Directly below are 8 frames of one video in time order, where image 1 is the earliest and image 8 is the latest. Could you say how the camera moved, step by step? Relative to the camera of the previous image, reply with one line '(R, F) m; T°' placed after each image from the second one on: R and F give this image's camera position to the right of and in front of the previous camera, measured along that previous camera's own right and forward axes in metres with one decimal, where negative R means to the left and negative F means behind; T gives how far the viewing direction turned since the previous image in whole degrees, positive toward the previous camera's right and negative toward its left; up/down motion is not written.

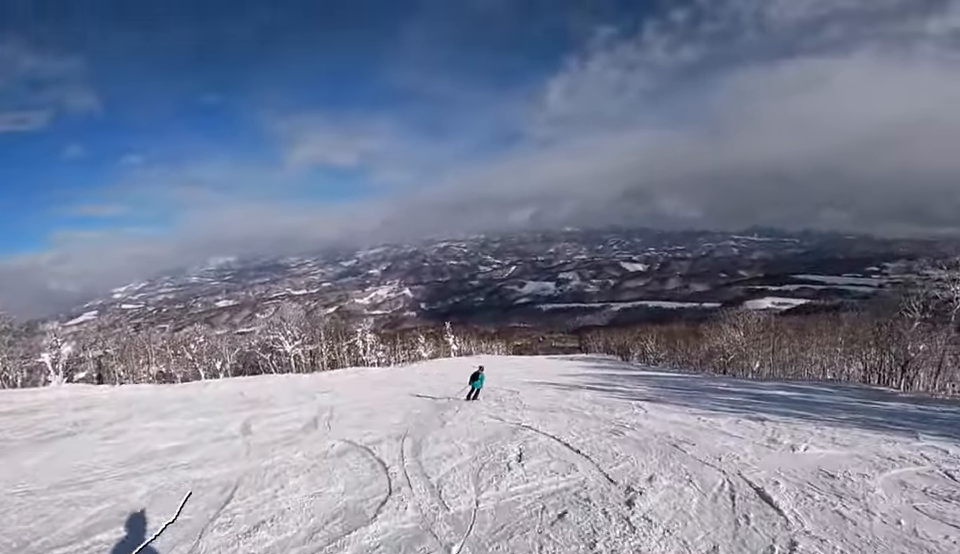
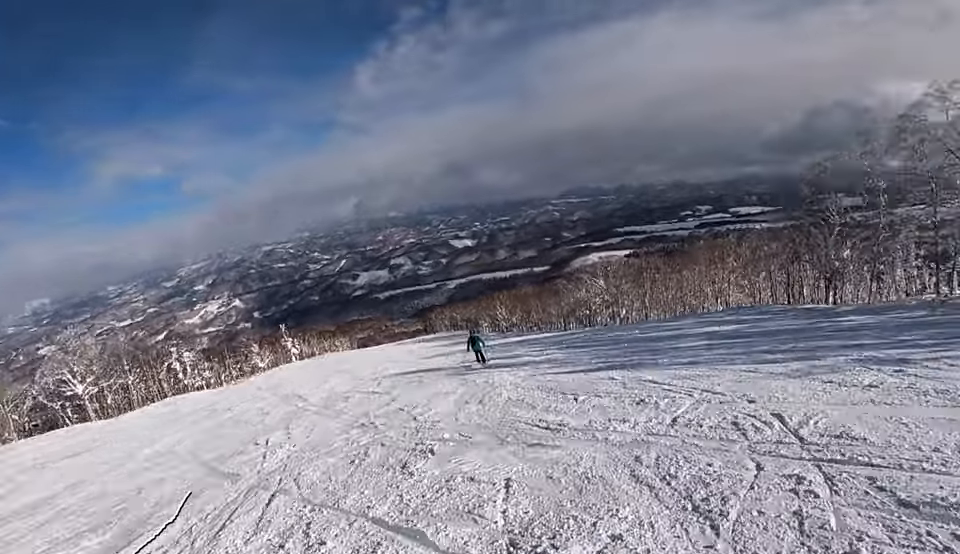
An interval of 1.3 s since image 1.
(+1.2, +9.8) m; +11°
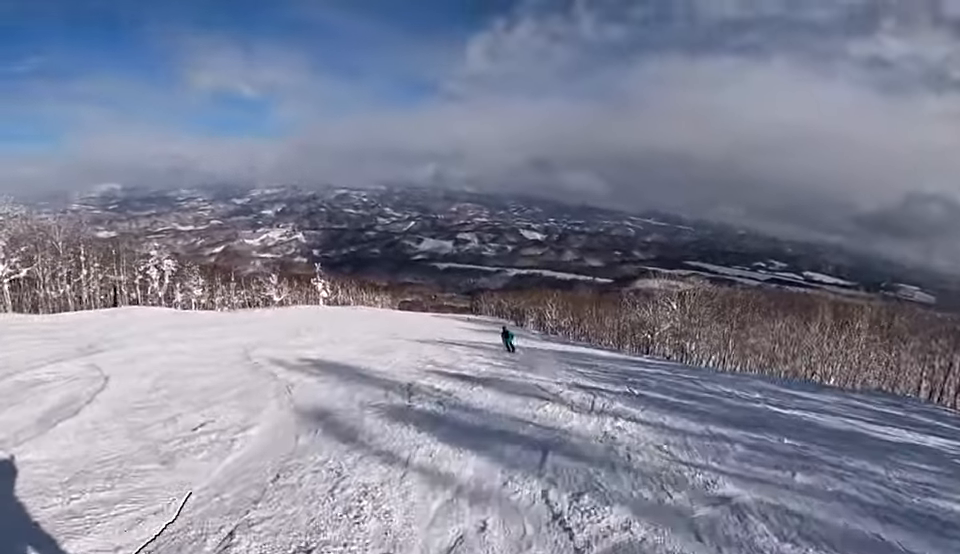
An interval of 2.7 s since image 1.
(+0.5, +12.7) m; -4°
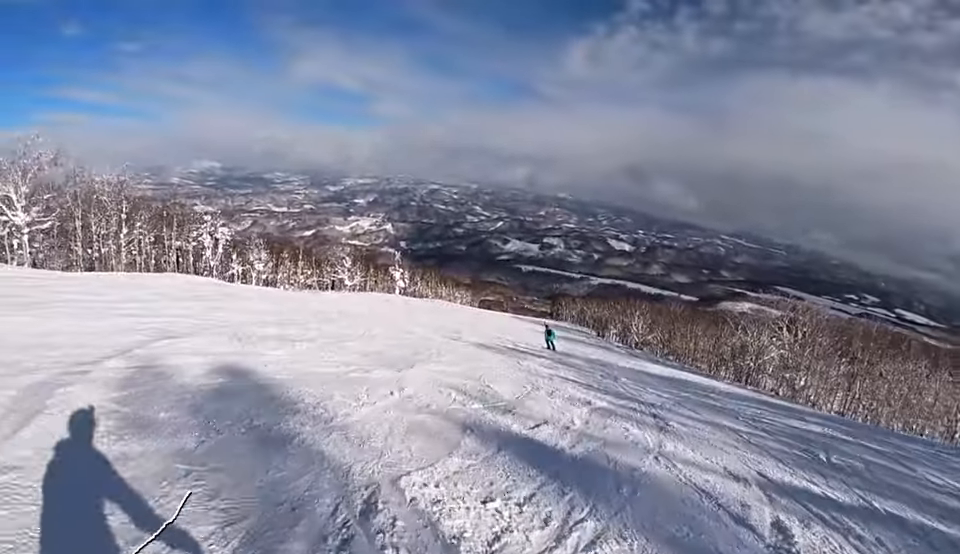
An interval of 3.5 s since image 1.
(-0.4, +7.0) m; -5°
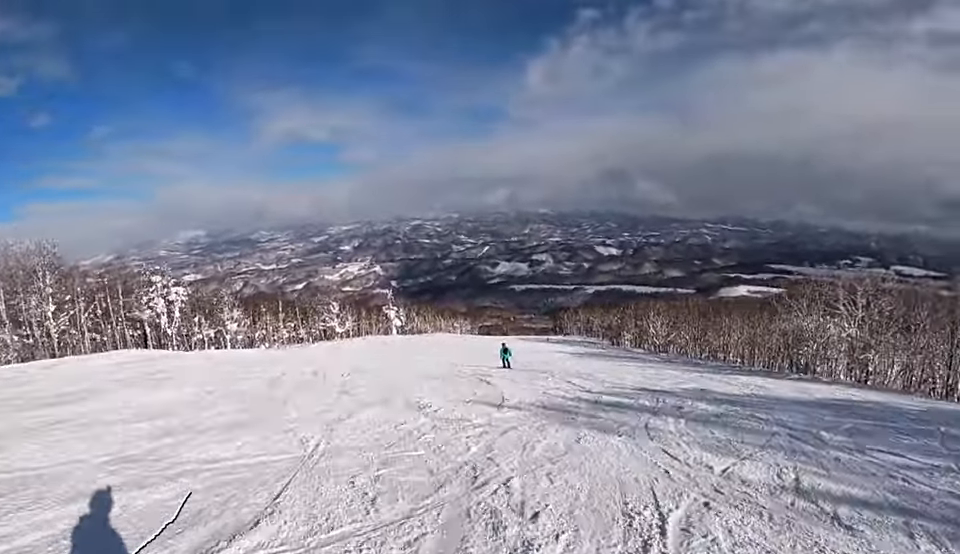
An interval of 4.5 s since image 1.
(-0.6, +9.3) m; +4°
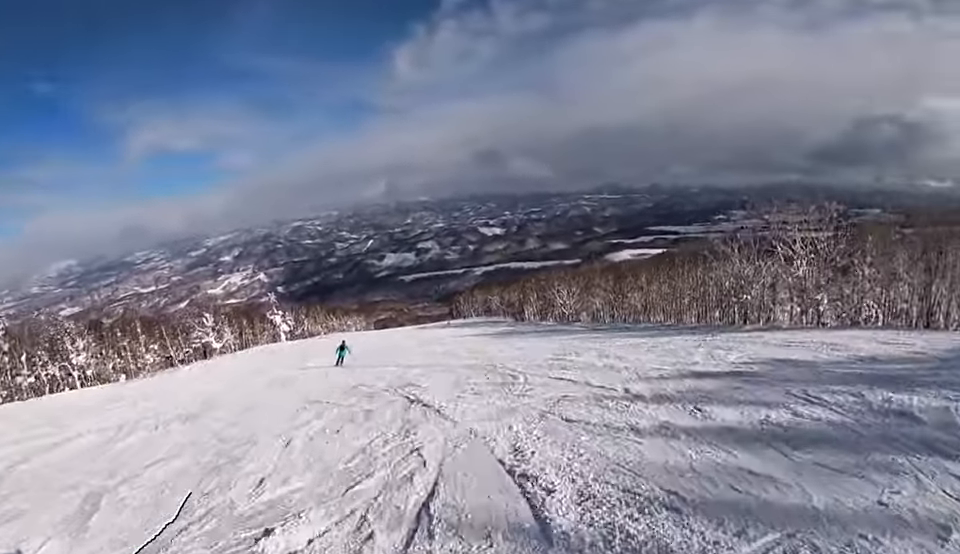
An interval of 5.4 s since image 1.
(+1.0, +8.5) m; +5°
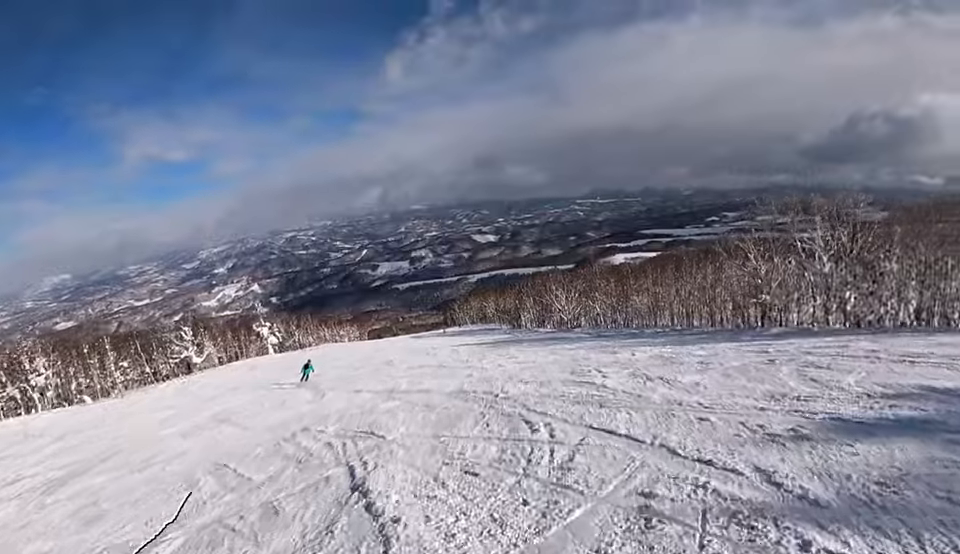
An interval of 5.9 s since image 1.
(+0.2, +4.6) m; -5°
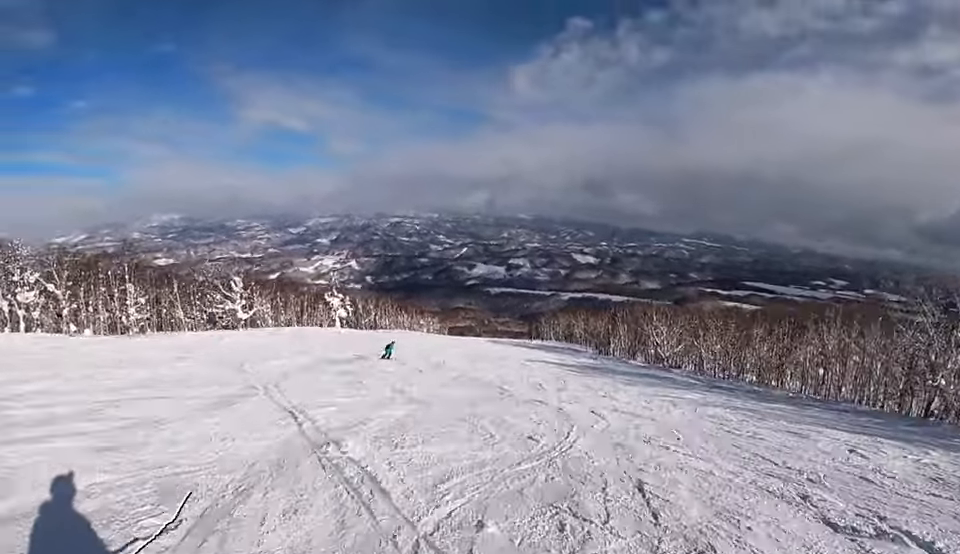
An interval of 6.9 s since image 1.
(-1.5, +10.1) m; -9°
